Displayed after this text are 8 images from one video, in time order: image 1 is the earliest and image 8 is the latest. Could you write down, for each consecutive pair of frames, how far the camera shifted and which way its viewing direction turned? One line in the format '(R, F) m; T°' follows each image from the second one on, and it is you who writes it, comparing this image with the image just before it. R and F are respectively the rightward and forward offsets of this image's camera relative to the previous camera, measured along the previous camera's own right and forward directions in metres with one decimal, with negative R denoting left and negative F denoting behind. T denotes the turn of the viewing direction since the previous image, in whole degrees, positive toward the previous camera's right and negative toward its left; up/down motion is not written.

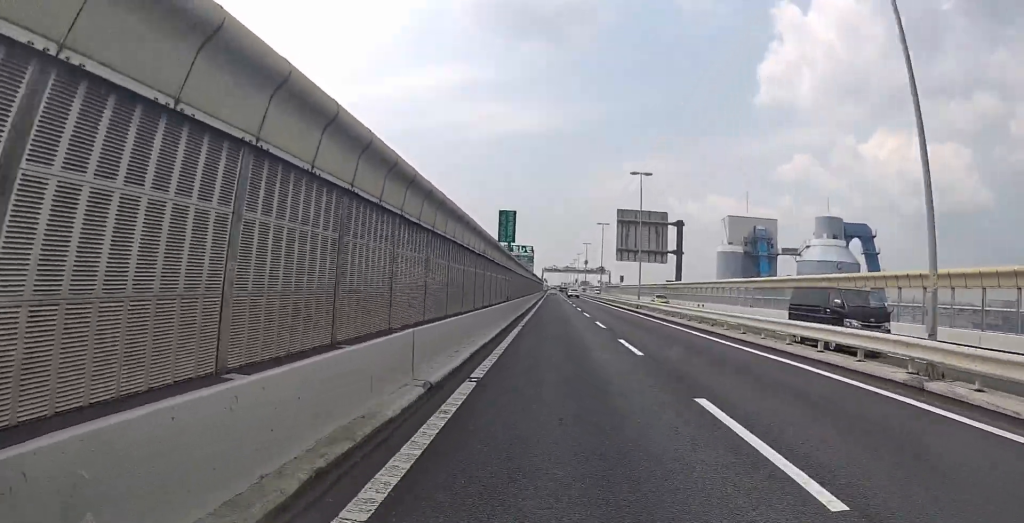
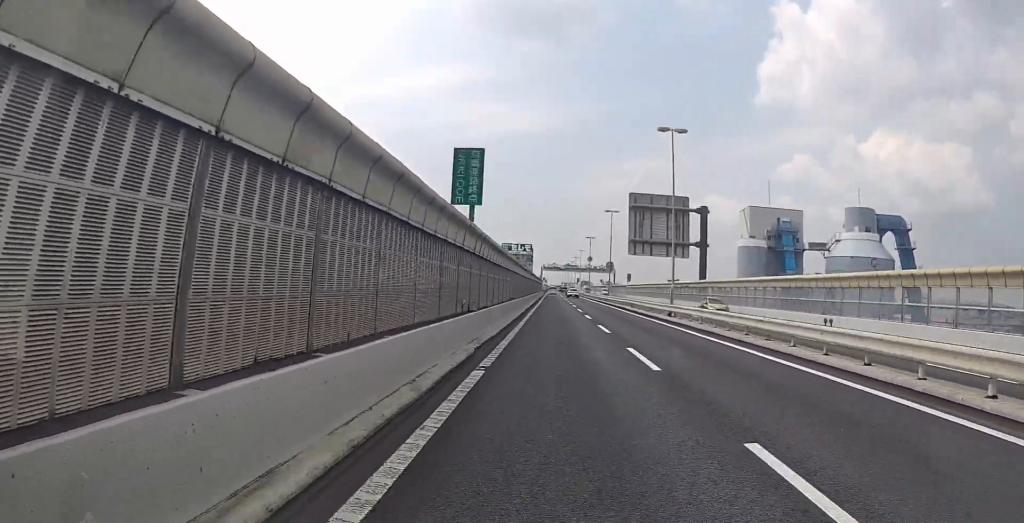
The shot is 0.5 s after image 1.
(-0.1, +12.8) m; 0°
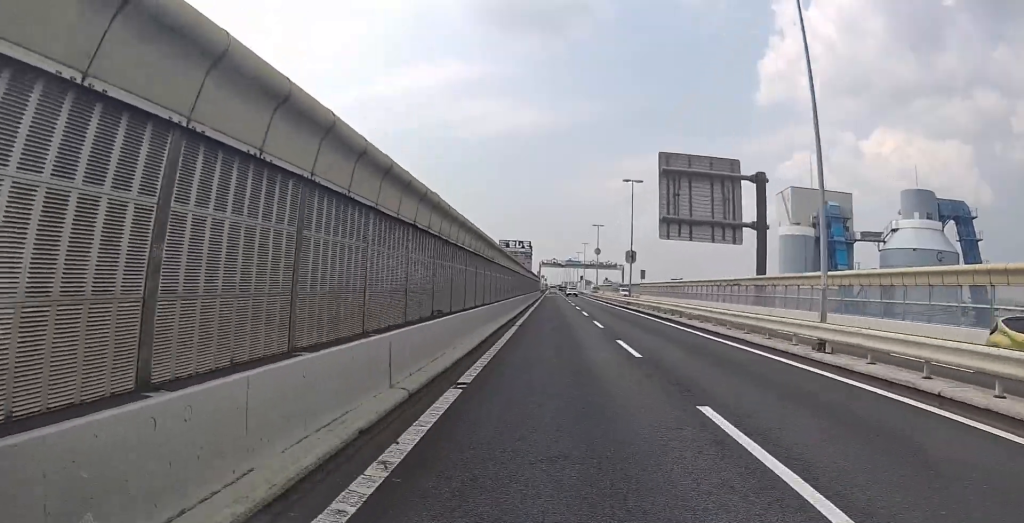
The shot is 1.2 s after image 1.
(-0.1, +17.9) m; 0°
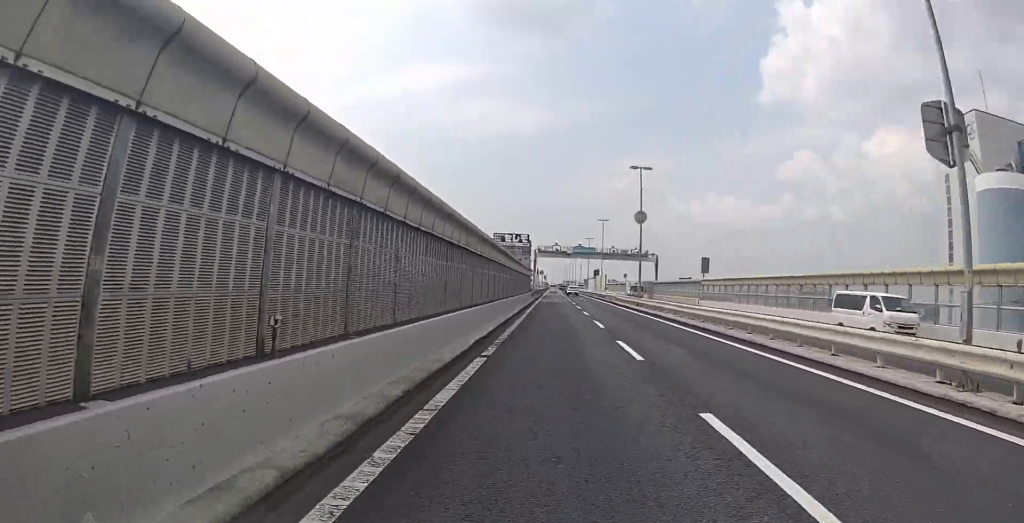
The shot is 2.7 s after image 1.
(+0.2, +39.6) m; 0°
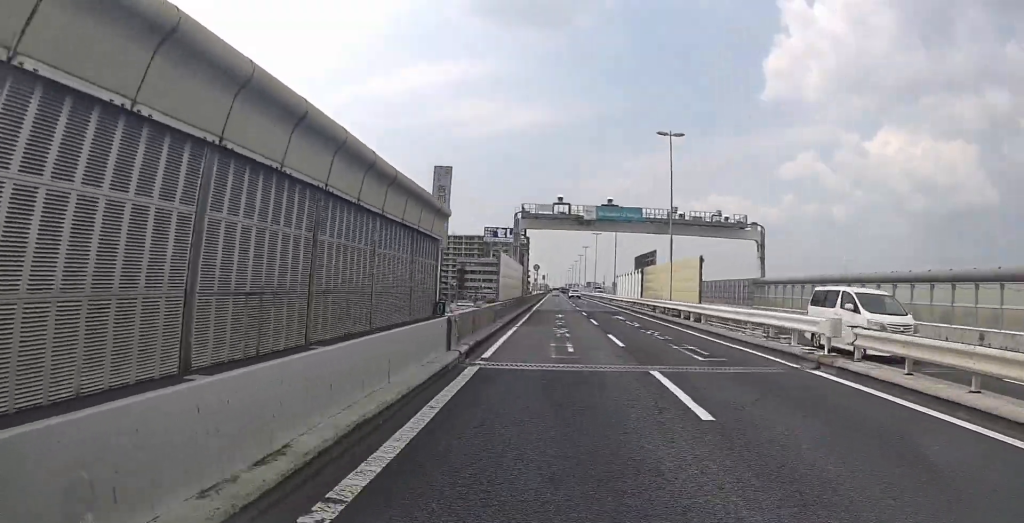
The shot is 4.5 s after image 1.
(-0.4, +45.9) m; 0°
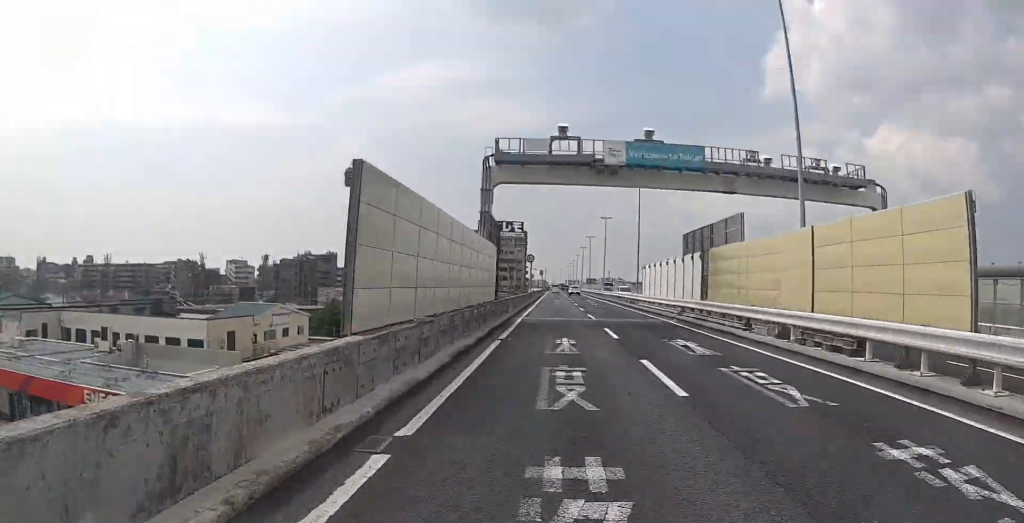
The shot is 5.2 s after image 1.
(+0.1, +18.8) m; 0°
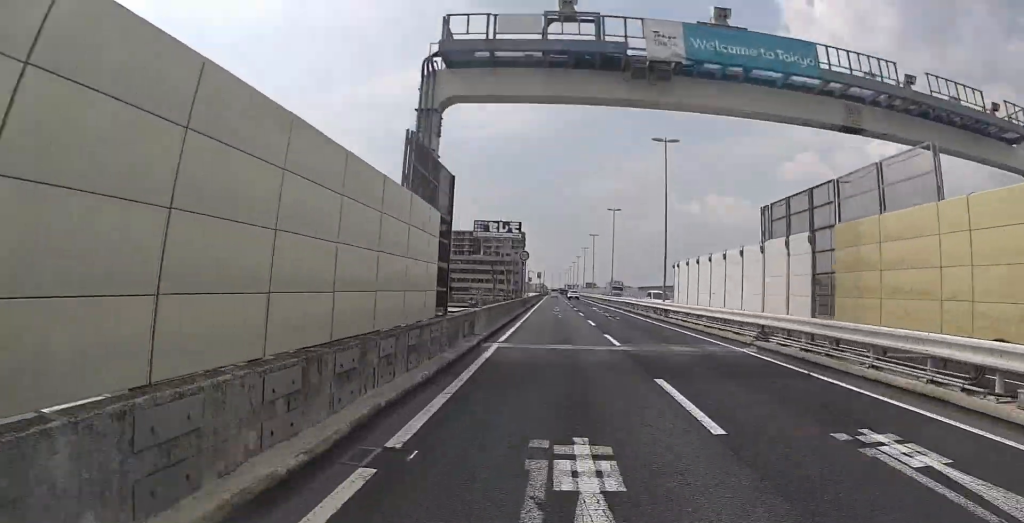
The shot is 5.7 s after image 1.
(0.0, +11.0) m; 0°
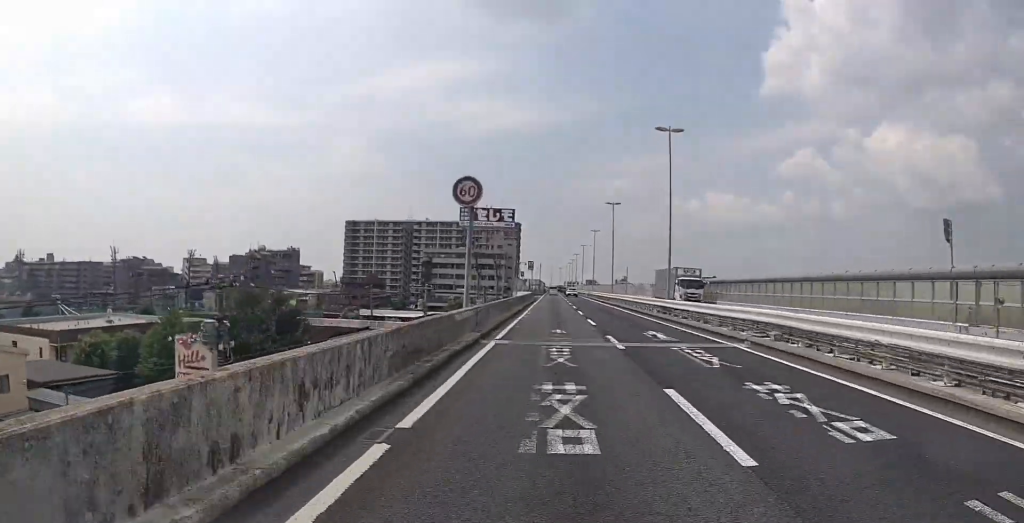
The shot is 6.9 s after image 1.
(-0.1, +31.9) m; 0°
